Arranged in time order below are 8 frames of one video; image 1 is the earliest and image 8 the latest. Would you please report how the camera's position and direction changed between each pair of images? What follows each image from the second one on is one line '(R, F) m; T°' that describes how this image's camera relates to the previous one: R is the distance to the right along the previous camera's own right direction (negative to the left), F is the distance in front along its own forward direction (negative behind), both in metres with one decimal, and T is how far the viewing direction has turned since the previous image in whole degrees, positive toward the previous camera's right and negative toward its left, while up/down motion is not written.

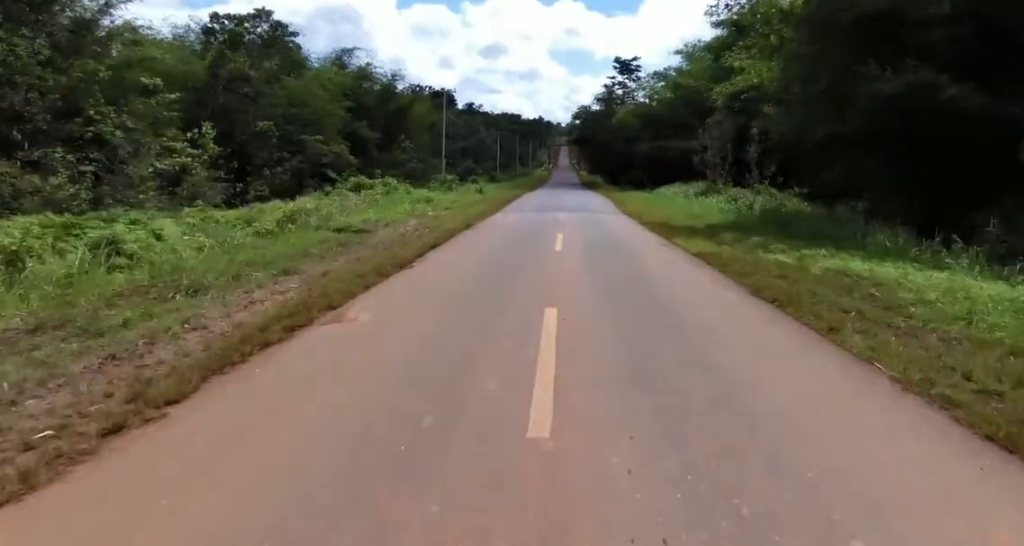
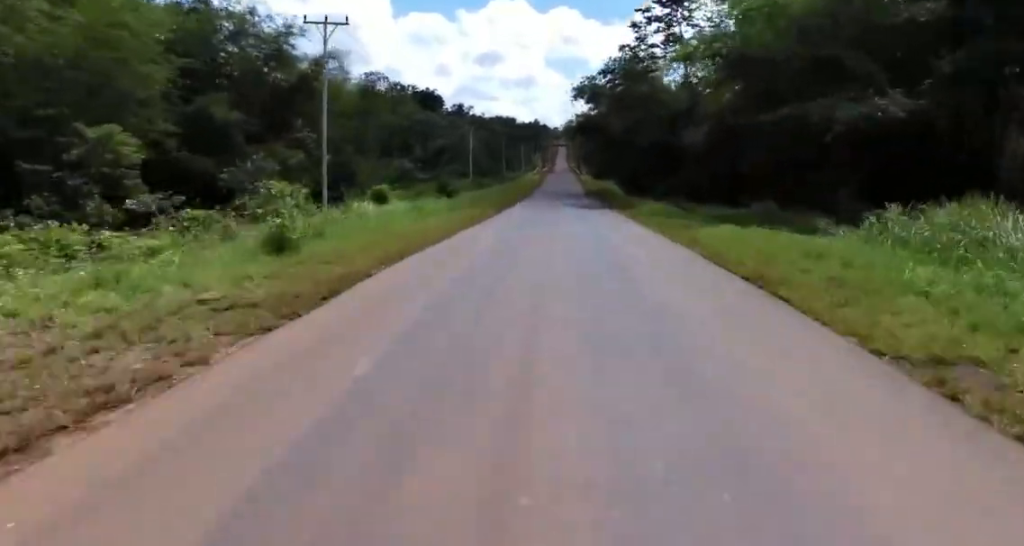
(-0.4, +28.9) m; -1°
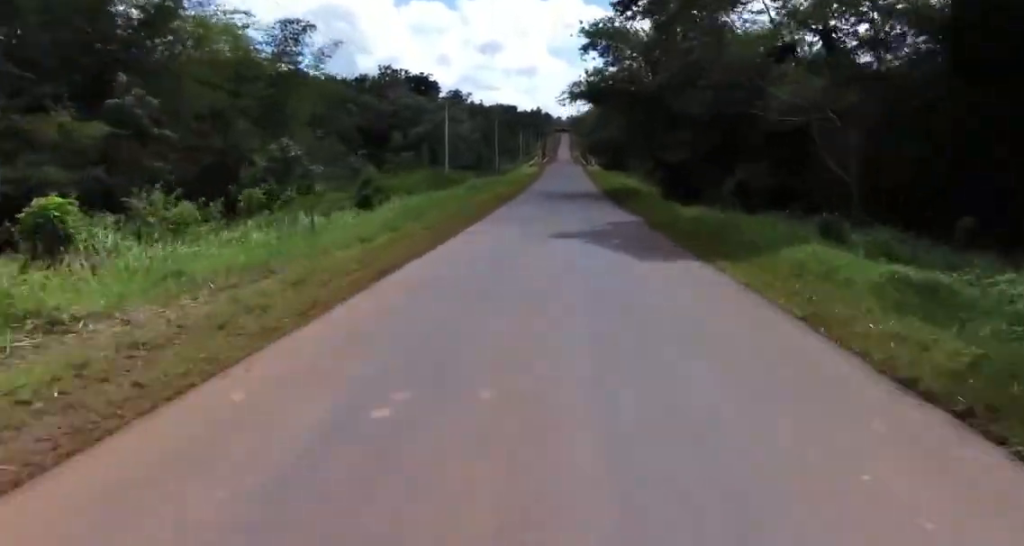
(0.0, +18.9) m; +2°
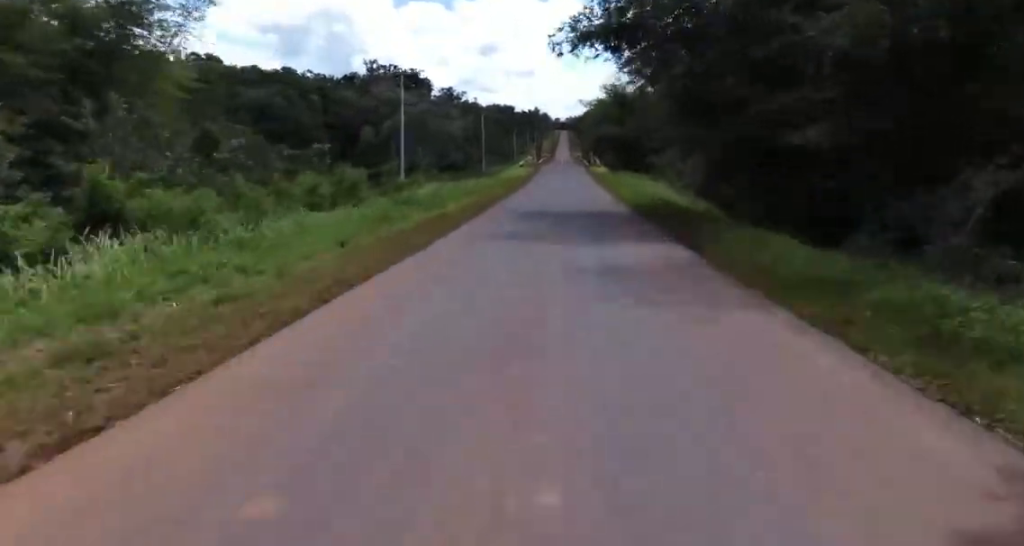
(+0.3, +16.2) m; +1°
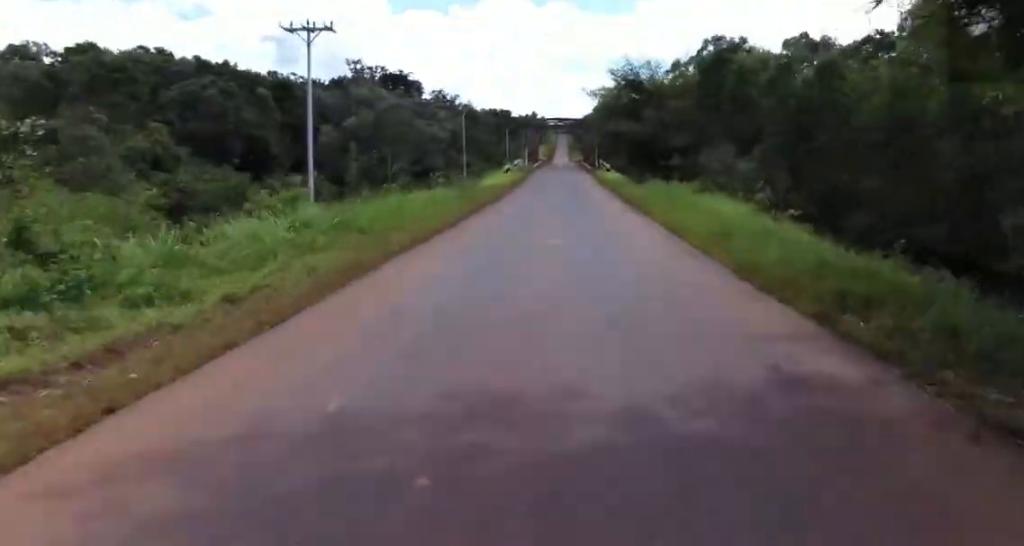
(+1.0, +16.0) m; 0°
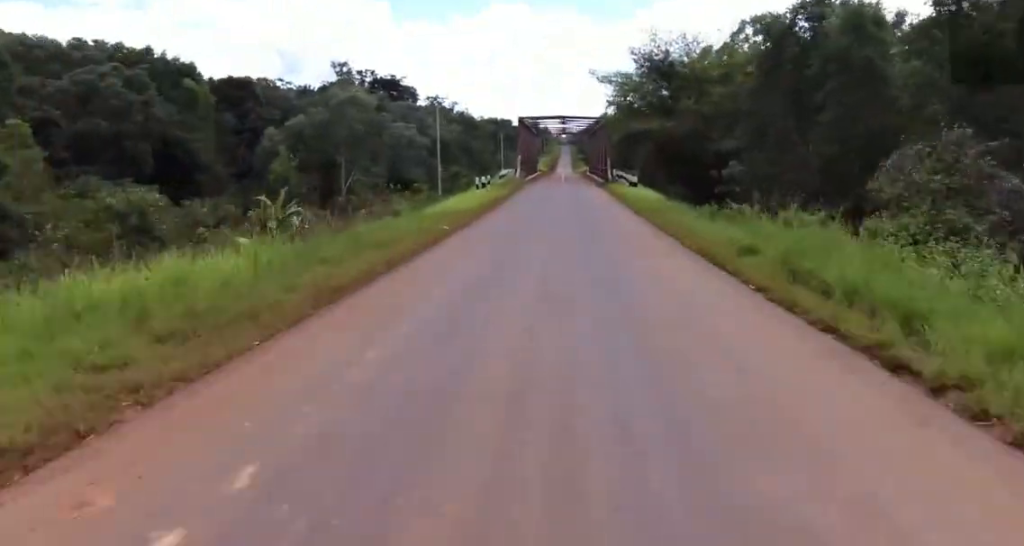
(-1.2, +16.3) m; 0°
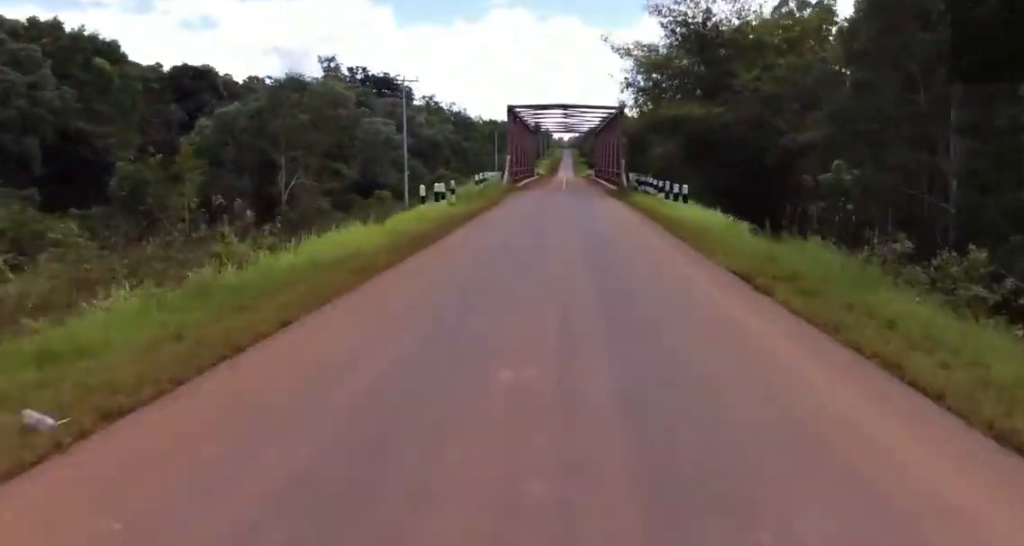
(0.0, +12.9) m; +1°
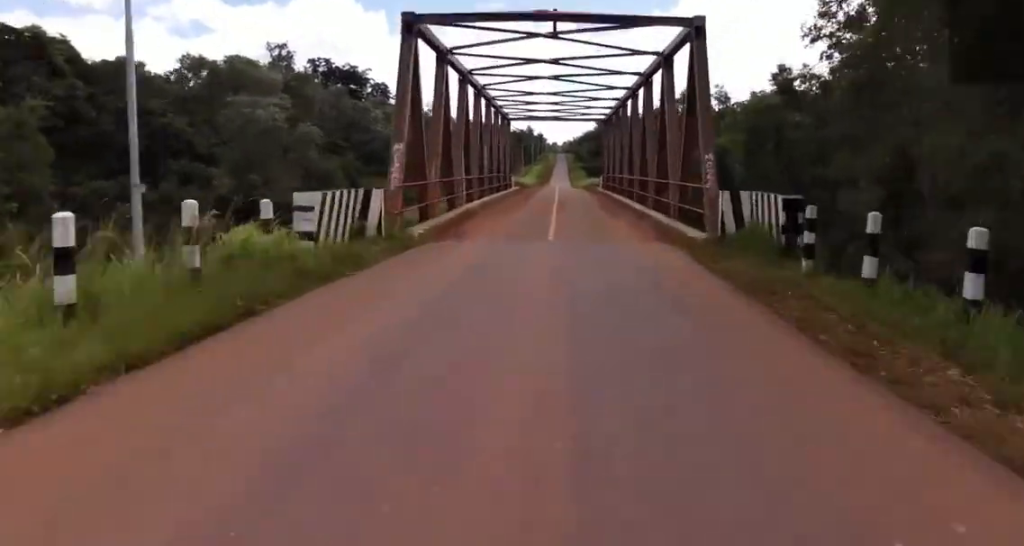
(+1.0, +27.4) m; 0°
